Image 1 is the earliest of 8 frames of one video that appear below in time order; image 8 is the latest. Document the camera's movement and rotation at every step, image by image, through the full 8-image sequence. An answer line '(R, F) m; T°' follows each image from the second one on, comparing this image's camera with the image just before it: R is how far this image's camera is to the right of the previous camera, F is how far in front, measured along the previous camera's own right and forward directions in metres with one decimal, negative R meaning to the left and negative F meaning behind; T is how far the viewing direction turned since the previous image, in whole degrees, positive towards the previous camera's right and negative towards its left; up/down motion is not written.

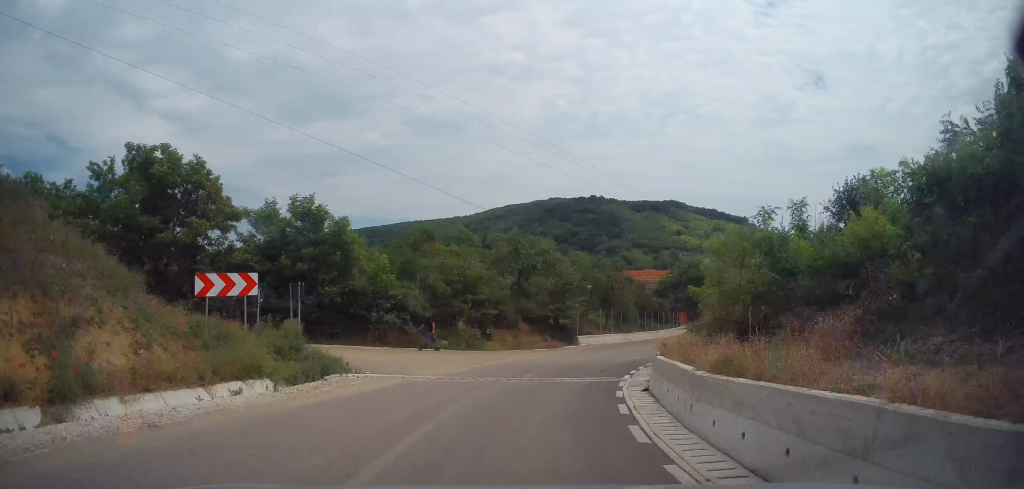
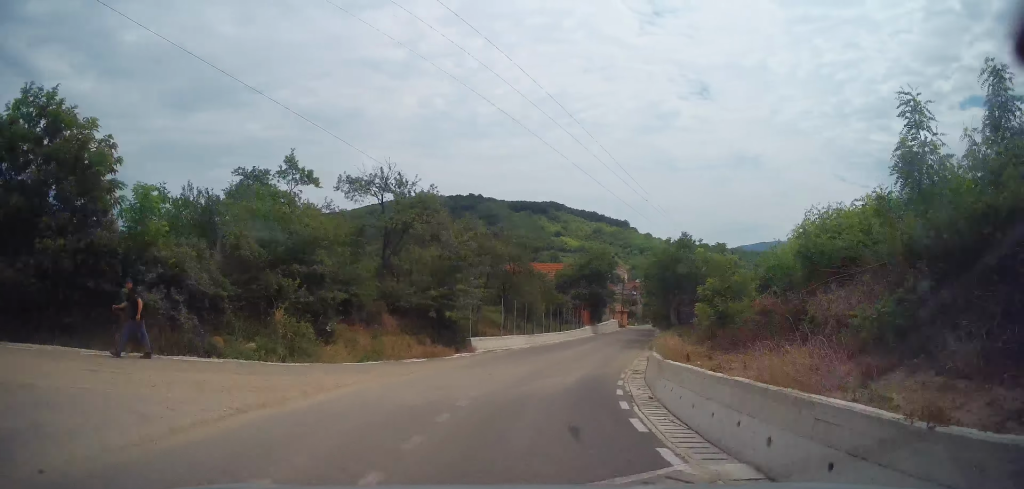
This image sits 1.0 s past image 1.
(+1.1, +11.3) m; +14°
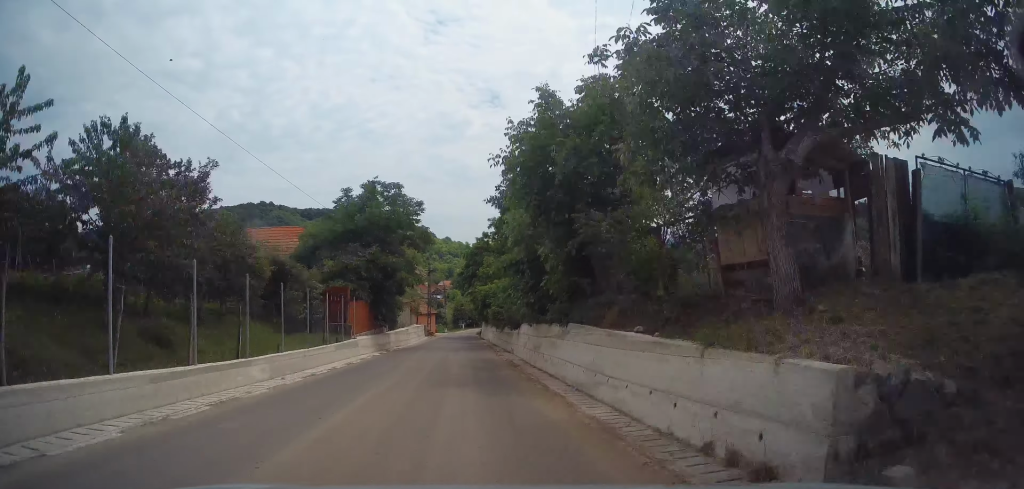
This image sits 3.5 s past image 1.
(+8.6, +29.7) m; +24°
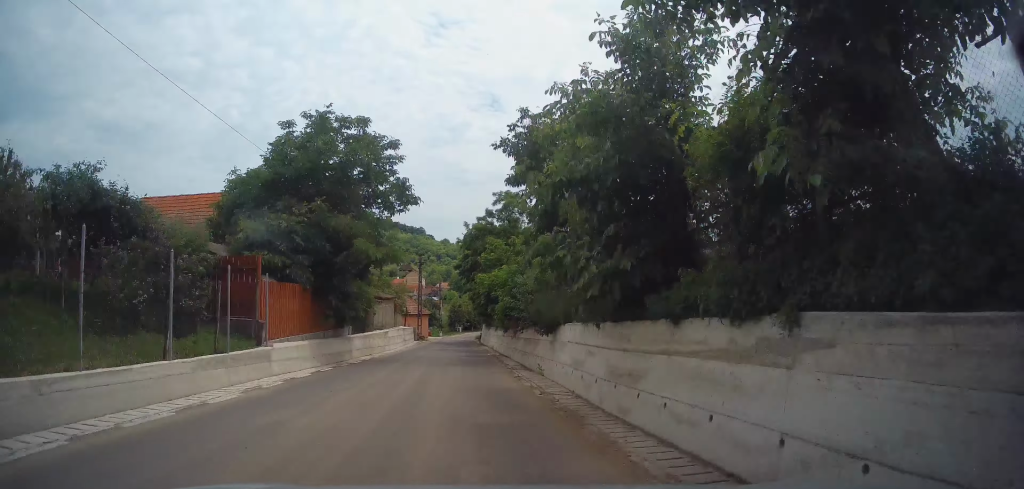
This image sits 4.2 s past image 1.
(+0.3, +10.2) m; +1°
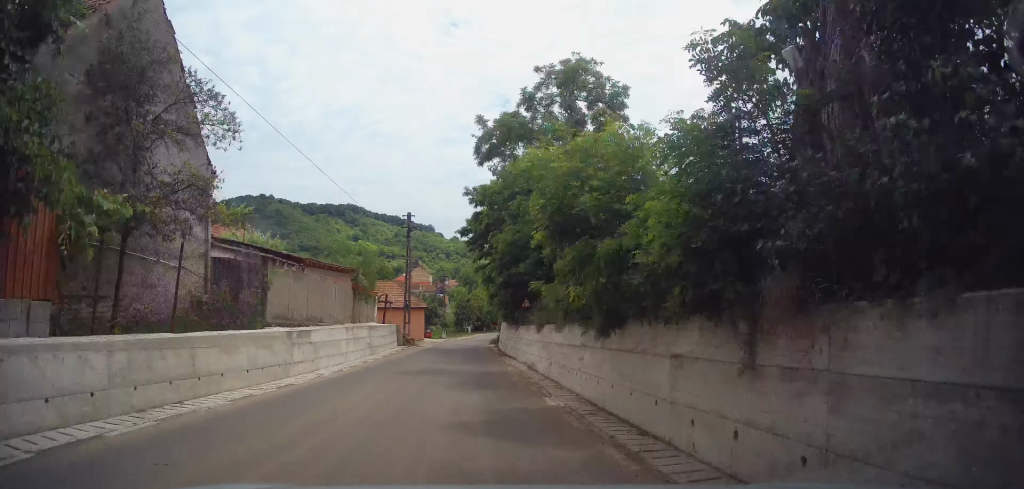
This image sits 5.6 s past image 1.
(+0.1, +19.4) m; +2°
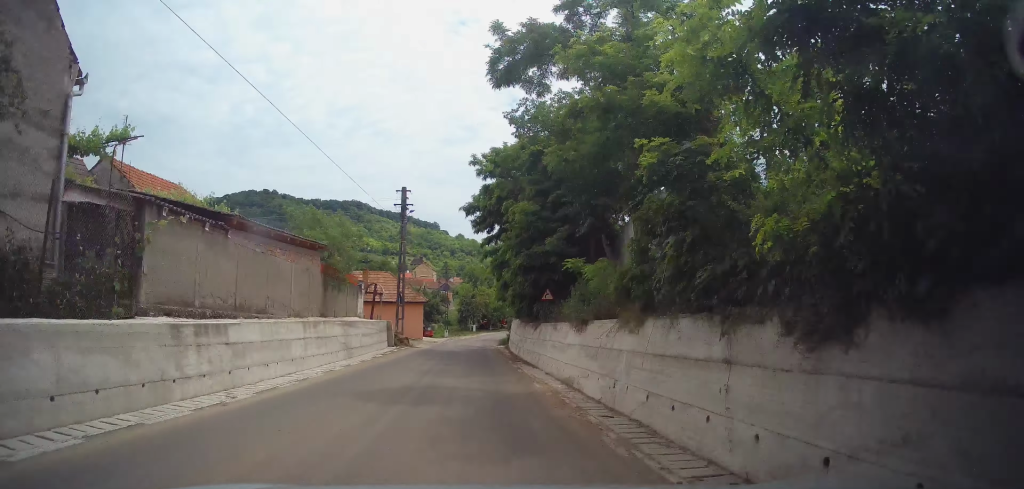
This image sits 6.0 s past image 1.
(+0.2, +5.9) m; 0°
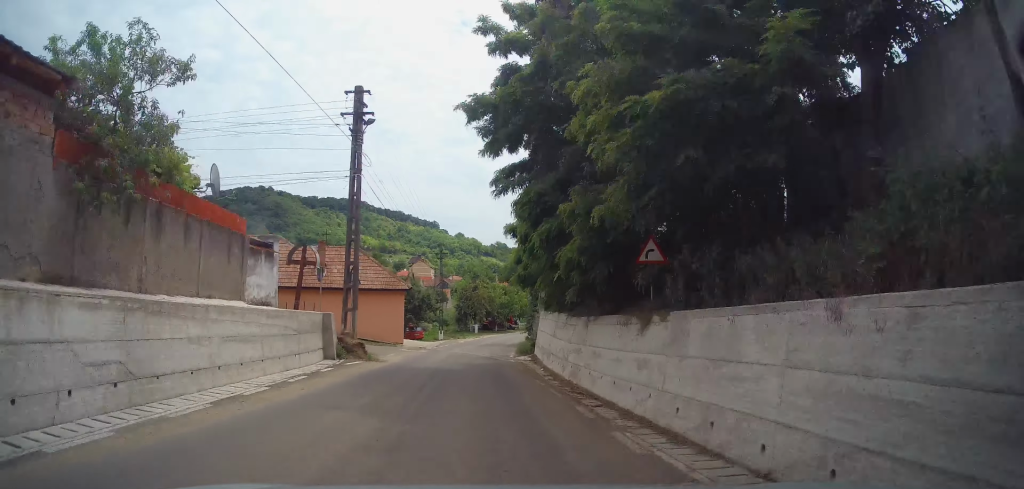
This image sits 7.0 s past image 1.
(+0.1, +13.4) m; +1°
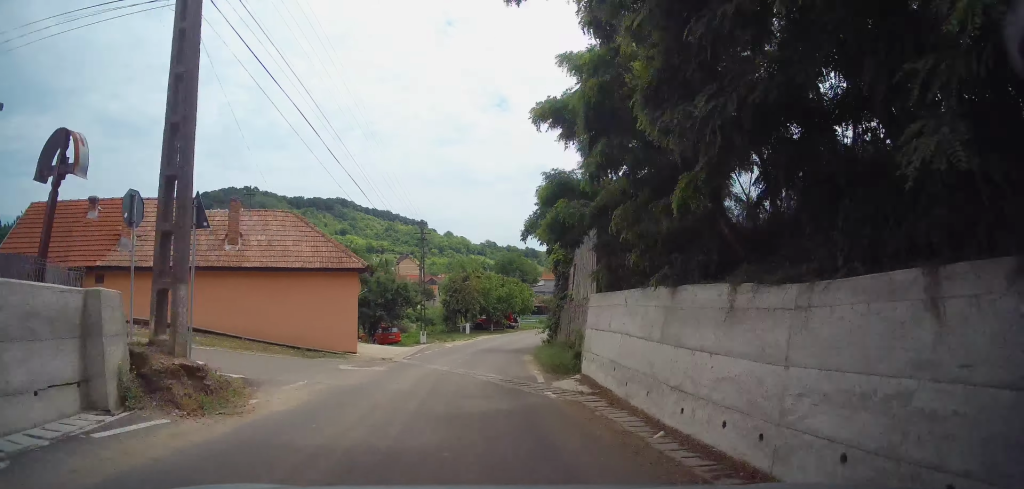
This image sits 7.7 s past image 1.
(-0.2, +10.3) m; +1°
